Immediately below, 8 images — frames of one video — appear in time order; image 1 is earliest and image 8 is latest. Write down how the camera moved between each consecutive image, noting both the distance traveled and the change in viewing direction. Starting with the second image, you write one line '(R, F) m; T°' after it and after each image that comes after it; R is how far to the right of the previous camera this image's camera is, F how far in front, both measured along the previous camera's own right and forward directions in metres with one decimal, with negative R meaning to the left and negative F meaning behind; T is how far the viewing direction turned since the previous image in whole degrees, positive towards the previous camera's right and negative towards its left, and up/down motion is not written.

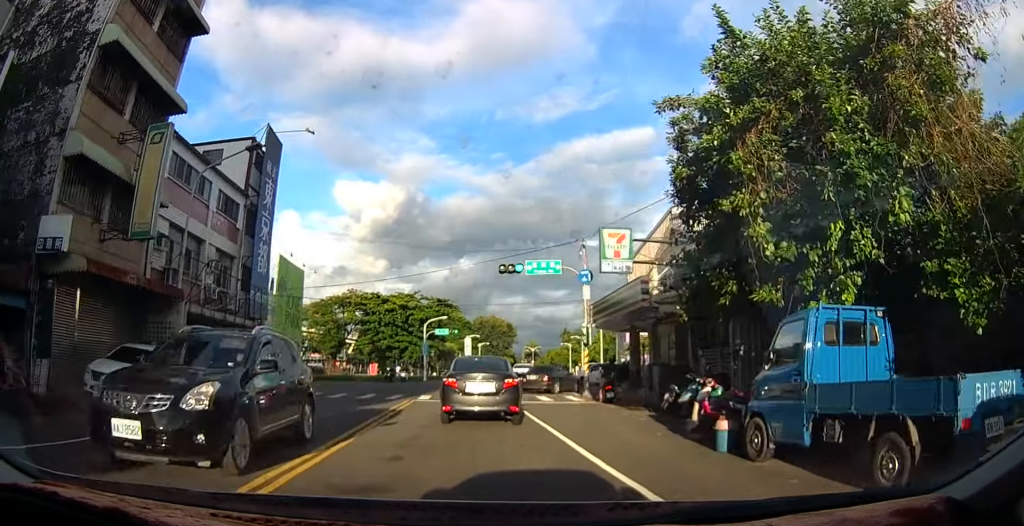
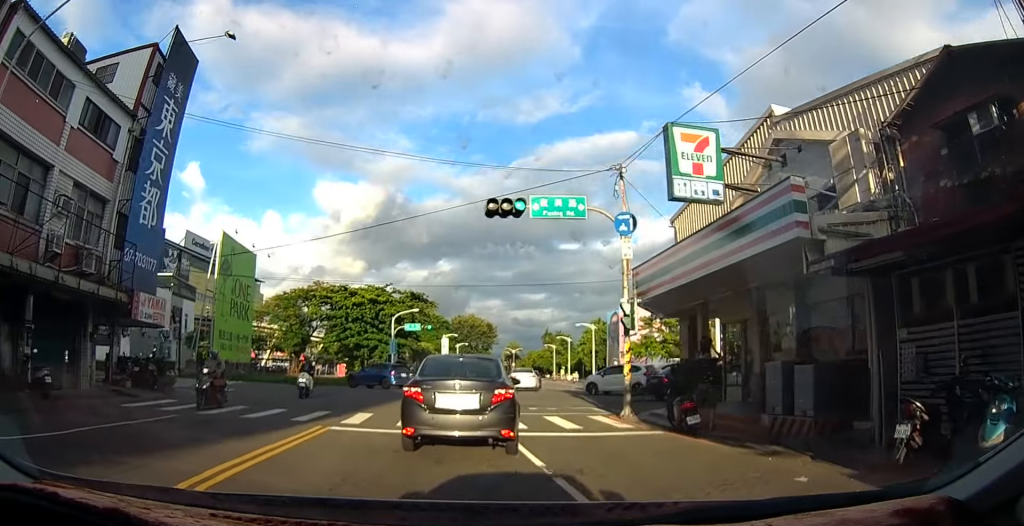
(+0.4, +9.7) m; +1°
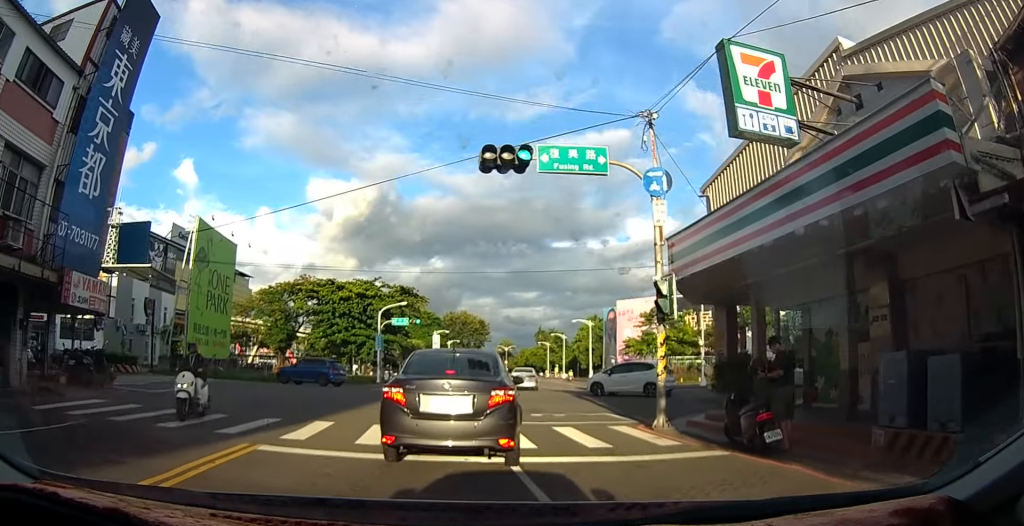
(0.0, +3.5) m; 0°
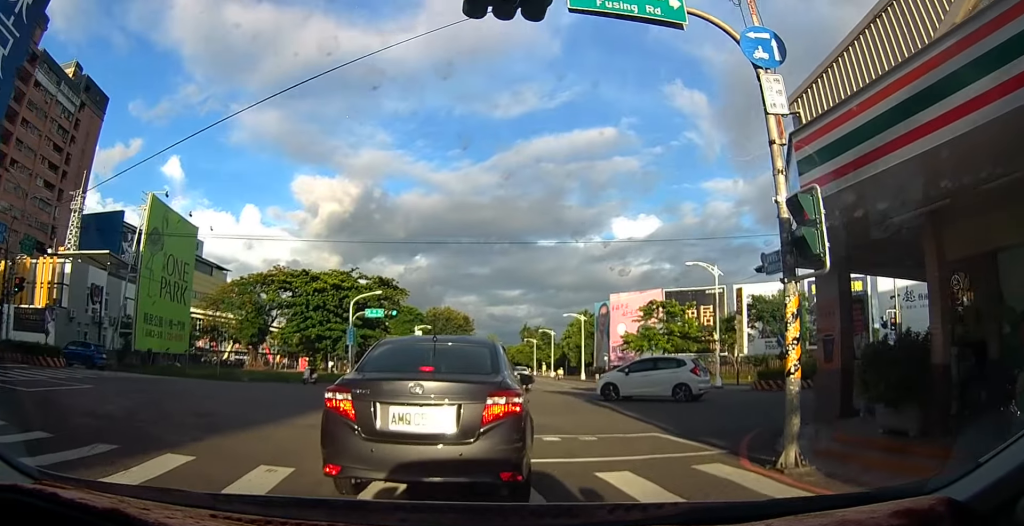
(0.0, +6.5) m; +1°
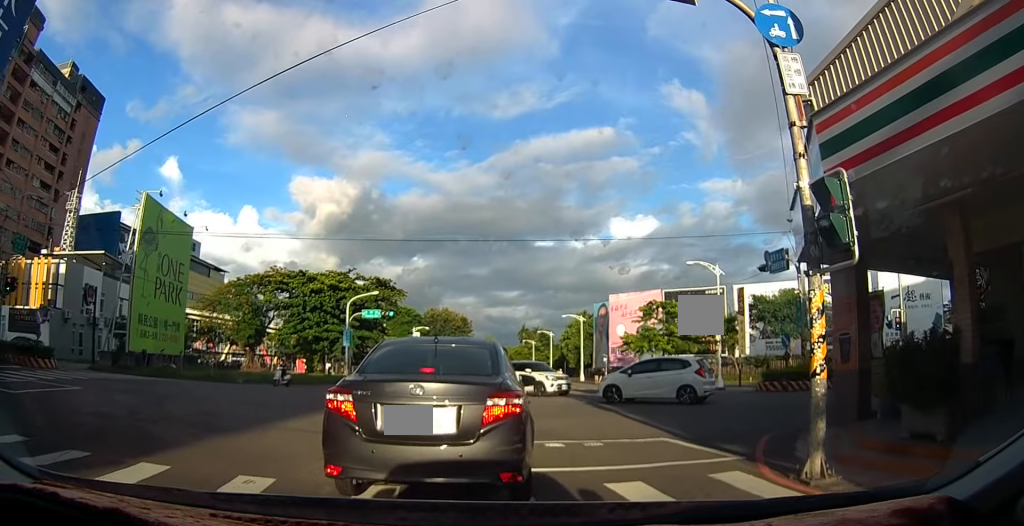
(0.0, +1.5) m; 0°
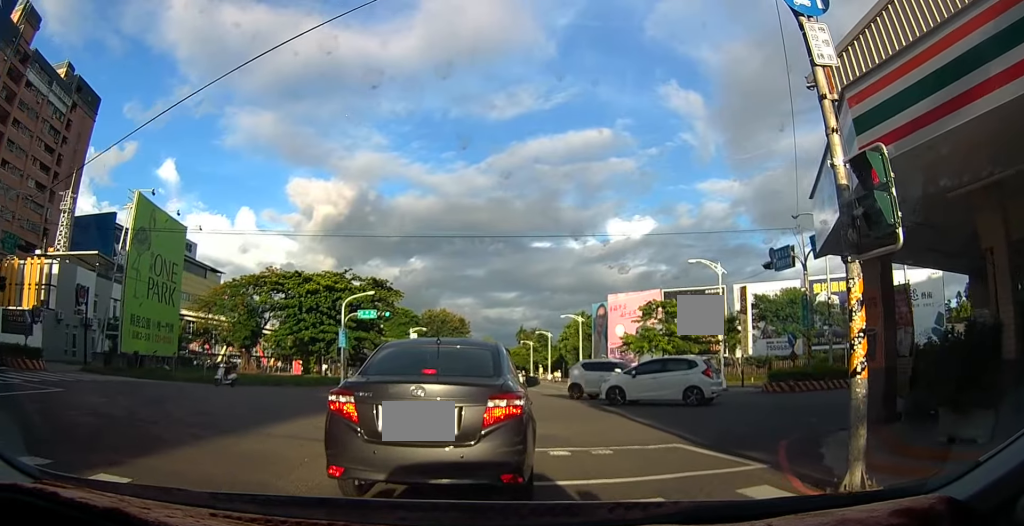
(0.0, +1.5) m; 0°
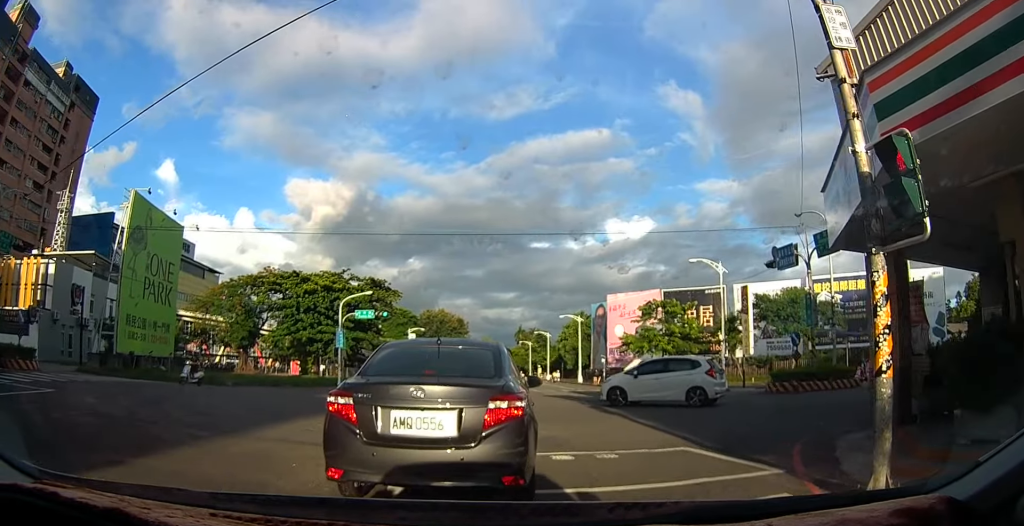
(0.0, +0.5) m; 0°
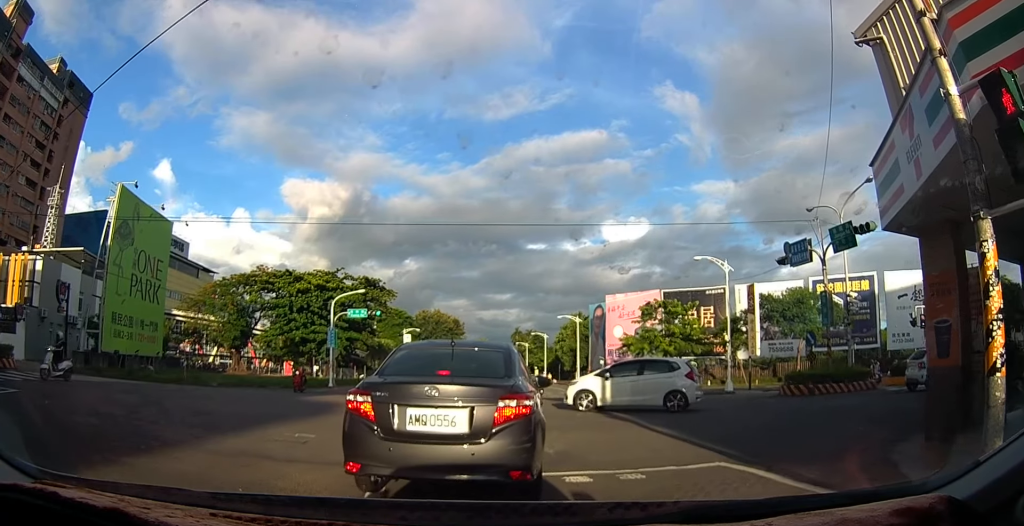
(+0.2, +1.0) m; 0°
